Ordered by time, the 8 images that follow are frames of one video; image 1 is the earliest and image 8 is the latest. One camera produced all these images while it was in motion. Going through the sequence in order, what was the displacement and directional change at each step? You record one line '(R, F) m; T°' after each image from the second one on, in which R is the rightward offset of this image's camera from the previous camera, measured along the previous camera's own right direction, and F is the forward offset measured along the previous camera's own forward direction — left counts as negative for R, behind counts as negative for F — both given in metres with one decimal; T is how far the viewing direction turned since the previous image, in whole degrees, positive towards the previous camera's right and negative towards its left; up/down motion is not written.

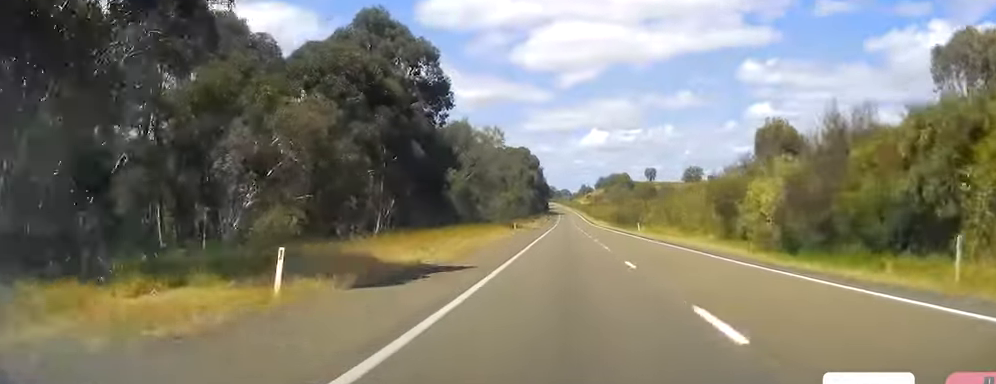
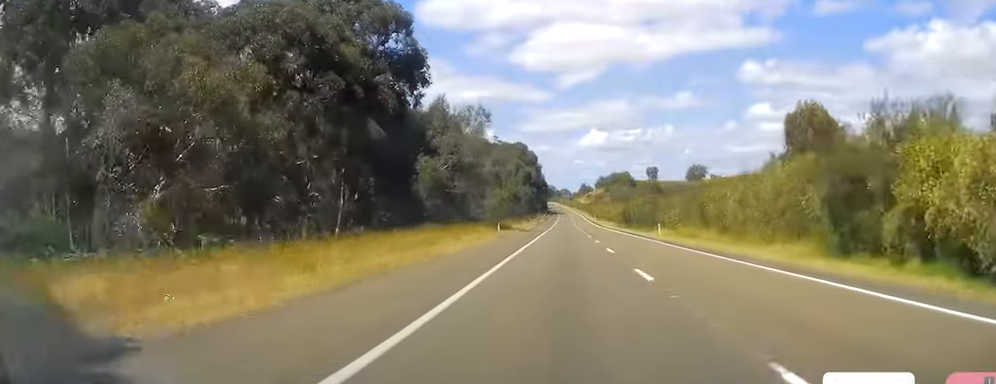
(+0.2, +16.7) m; +1°
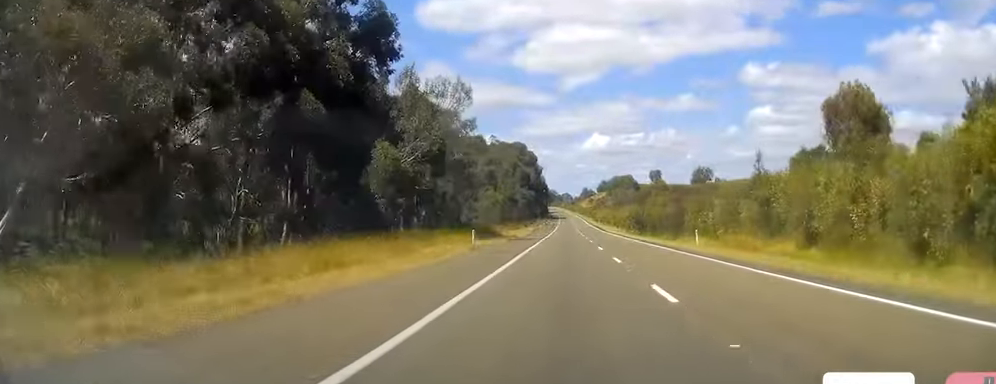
(+0.1, +15.7) m; 0°
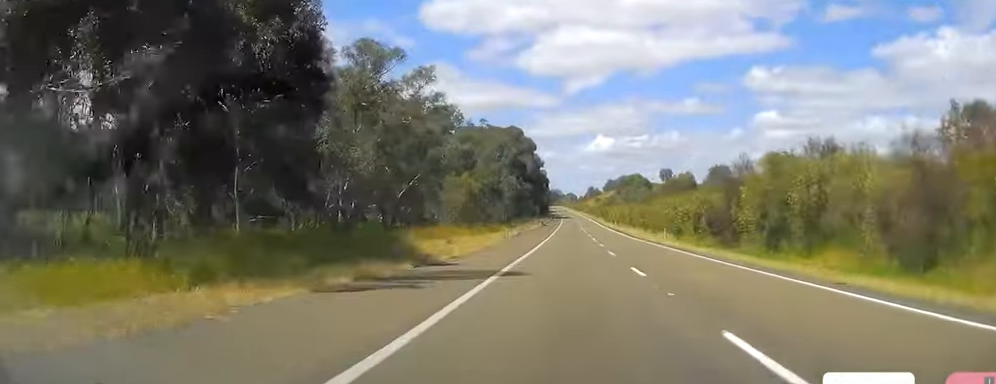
(0.0, +42.8) m; 0°
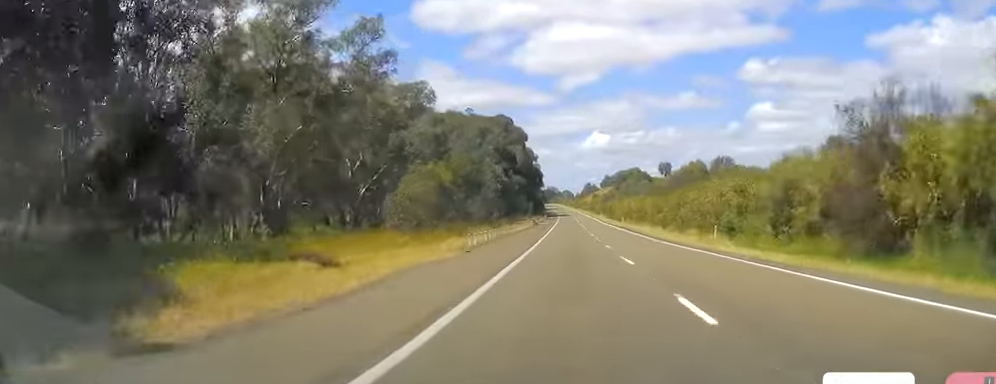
(0.0, +20.4) m; 0°
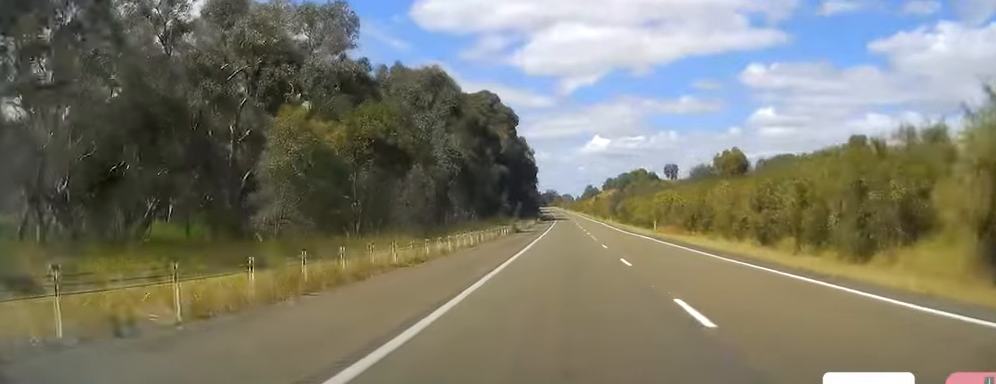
(0.0, +36.8) m; 0°
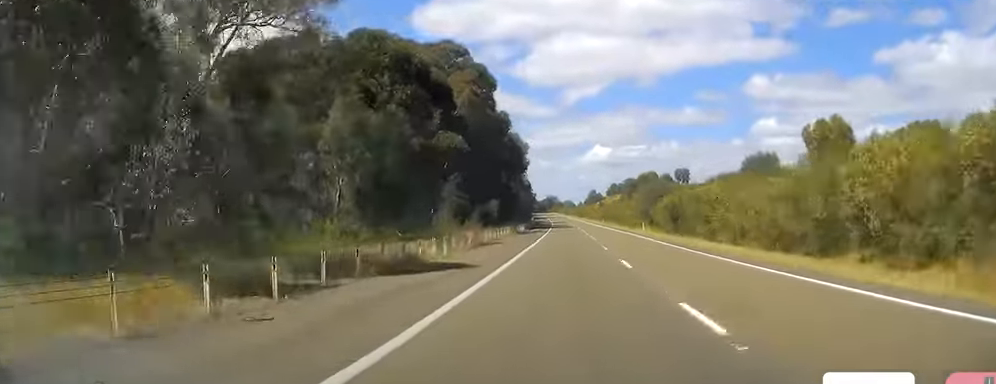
(+0.4, +49.2) m; 0°
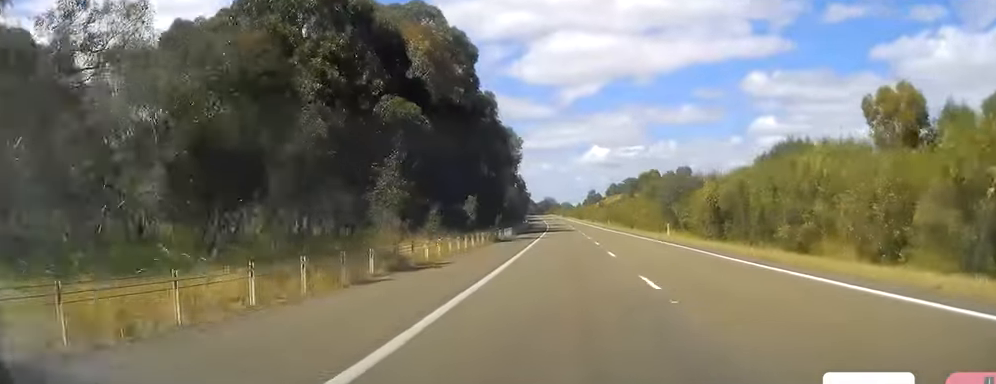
(-0.2, +18.3) m; 0°
